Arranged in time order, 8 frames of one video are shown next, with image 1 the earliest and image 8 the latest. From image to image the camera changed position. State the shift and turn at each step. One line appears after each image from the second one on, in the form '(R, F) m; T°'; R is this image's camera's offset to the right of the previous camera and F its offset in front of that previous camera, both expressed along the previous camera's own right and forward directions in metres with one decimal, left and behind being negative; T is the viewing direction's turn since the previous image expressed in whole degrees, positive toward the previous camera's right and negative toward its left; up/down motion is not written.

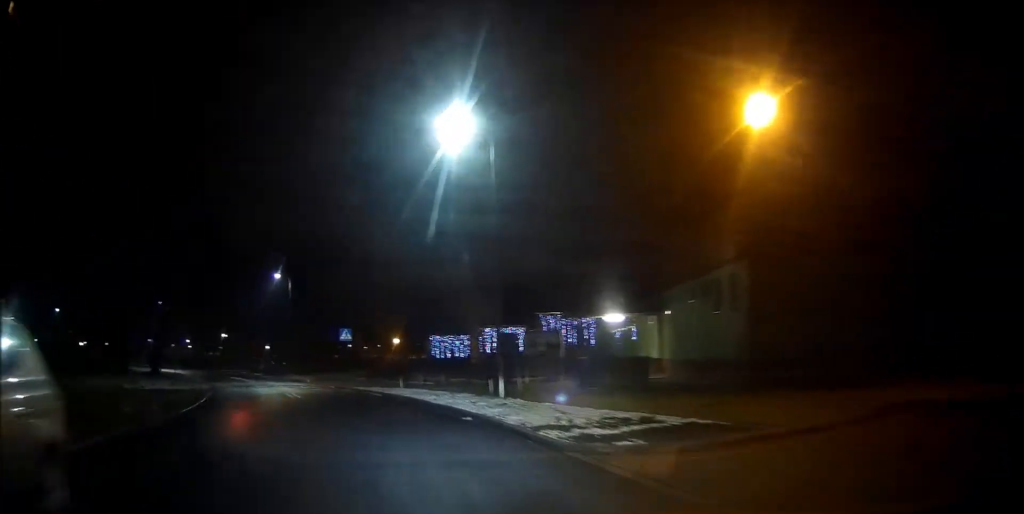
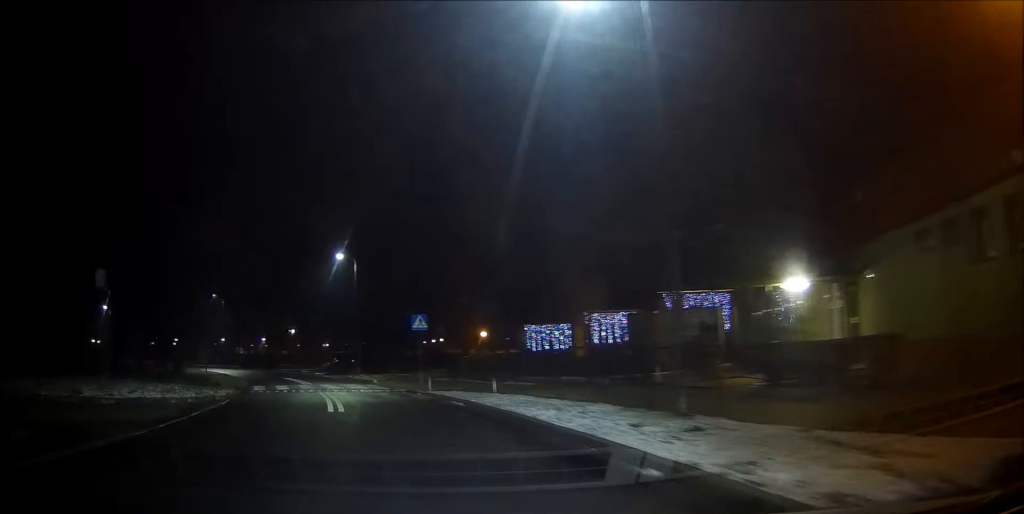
(+0.2, +8.2) m; -3°
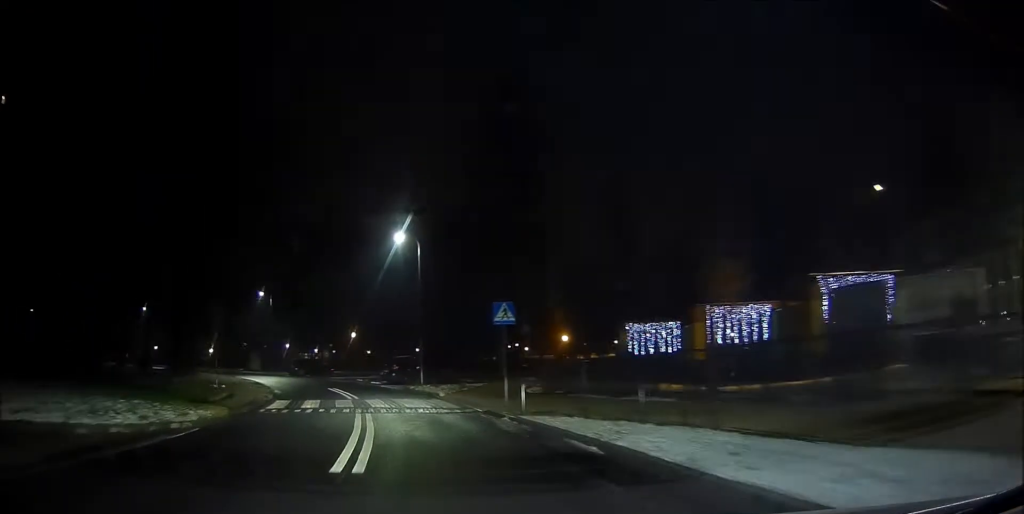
(-0.6, +7.9) m; -9°
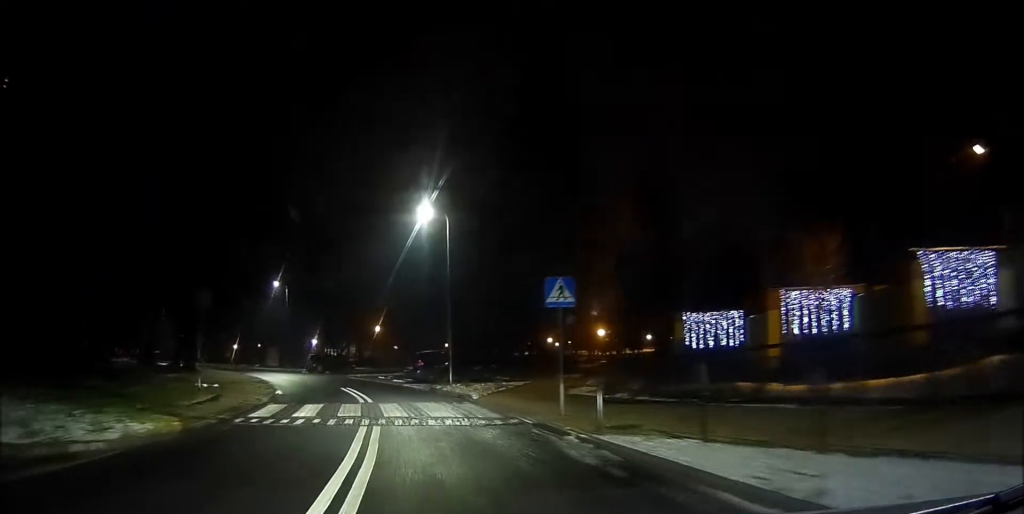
(-0.5, +4.5) m; -4°
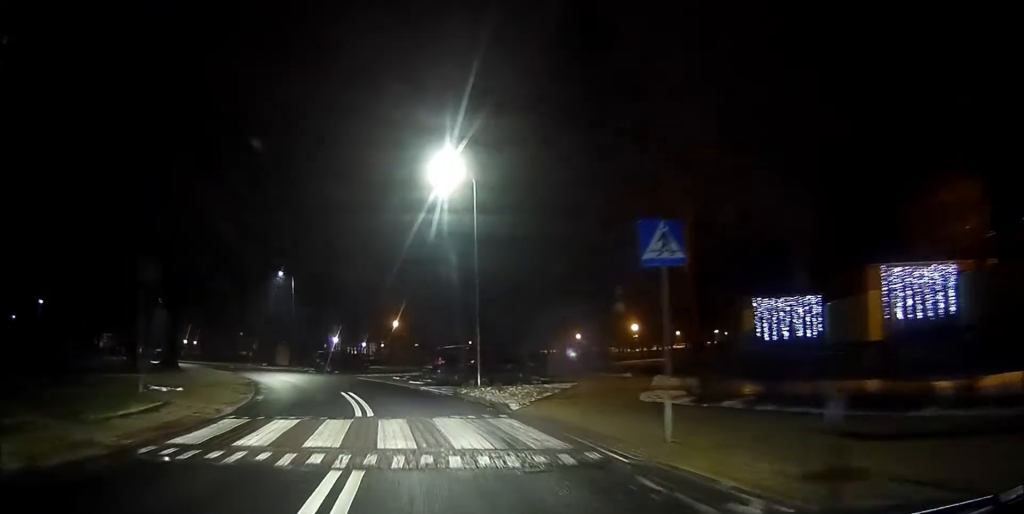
(-0.2, +5.5) m; -3°
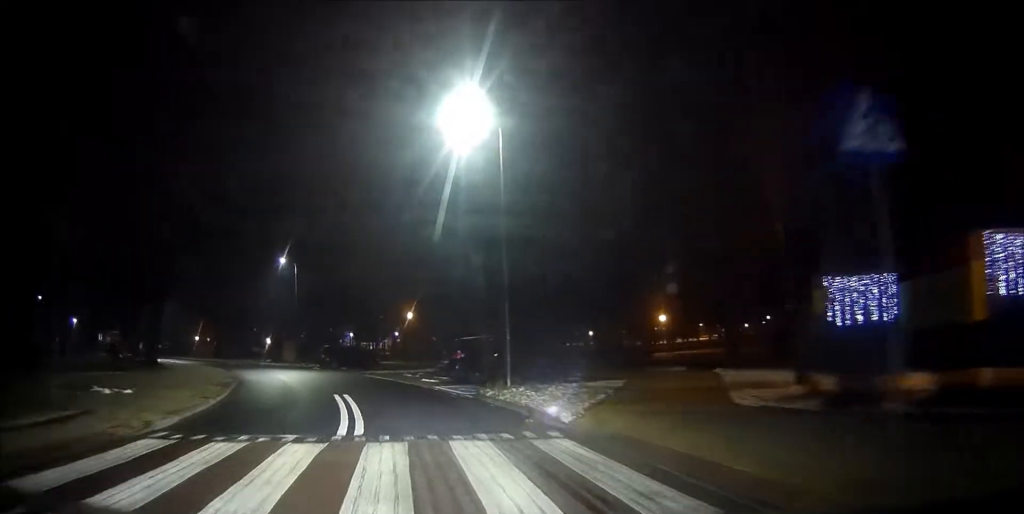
(+0.1, +4.4) m; -2°
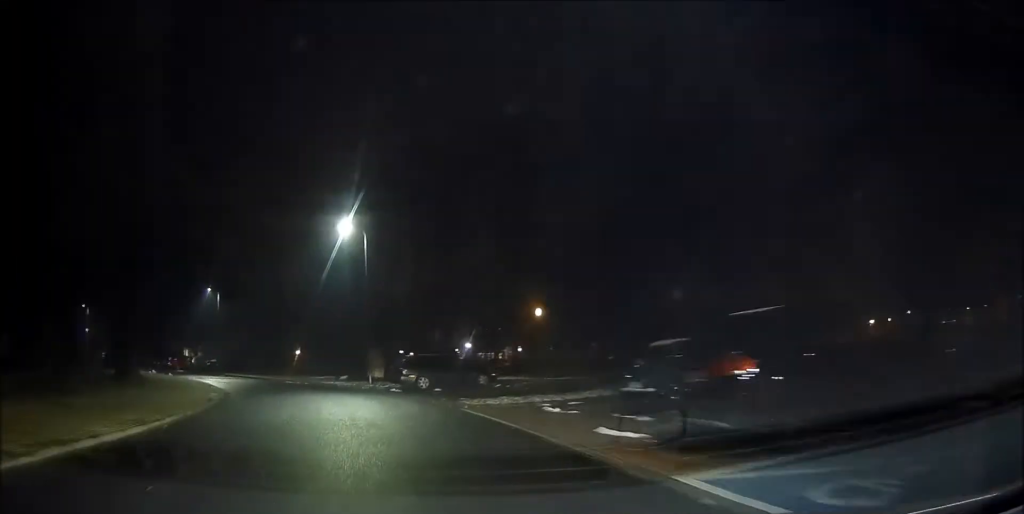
(-0.9, +15.1) m; -6°
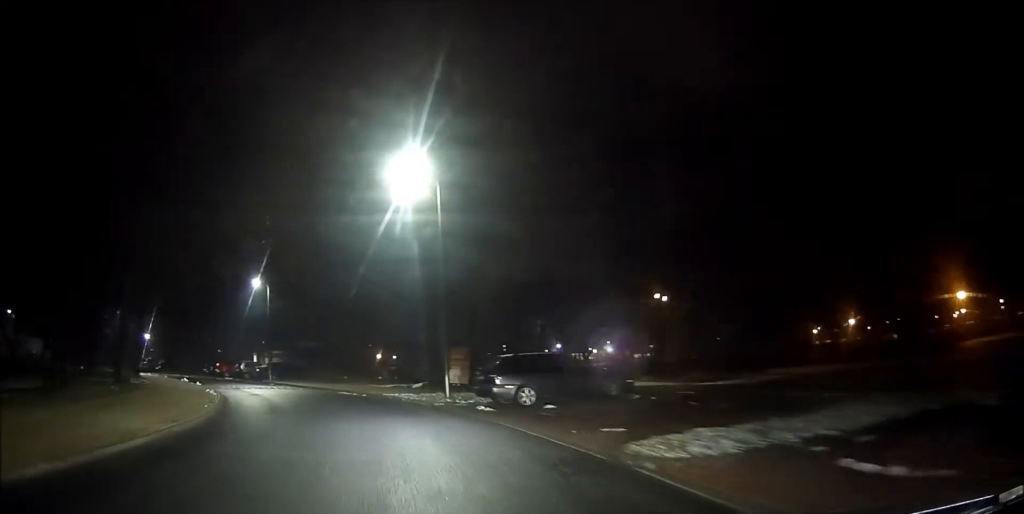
(-0.6, +9.0) m; -8°
